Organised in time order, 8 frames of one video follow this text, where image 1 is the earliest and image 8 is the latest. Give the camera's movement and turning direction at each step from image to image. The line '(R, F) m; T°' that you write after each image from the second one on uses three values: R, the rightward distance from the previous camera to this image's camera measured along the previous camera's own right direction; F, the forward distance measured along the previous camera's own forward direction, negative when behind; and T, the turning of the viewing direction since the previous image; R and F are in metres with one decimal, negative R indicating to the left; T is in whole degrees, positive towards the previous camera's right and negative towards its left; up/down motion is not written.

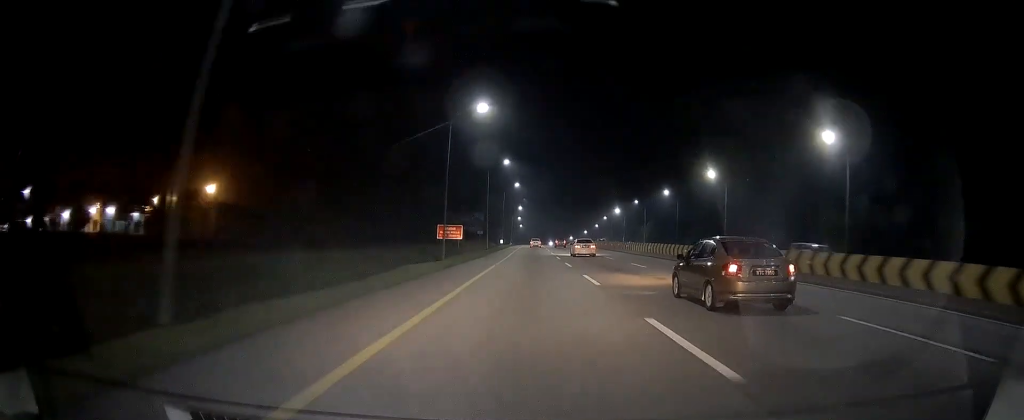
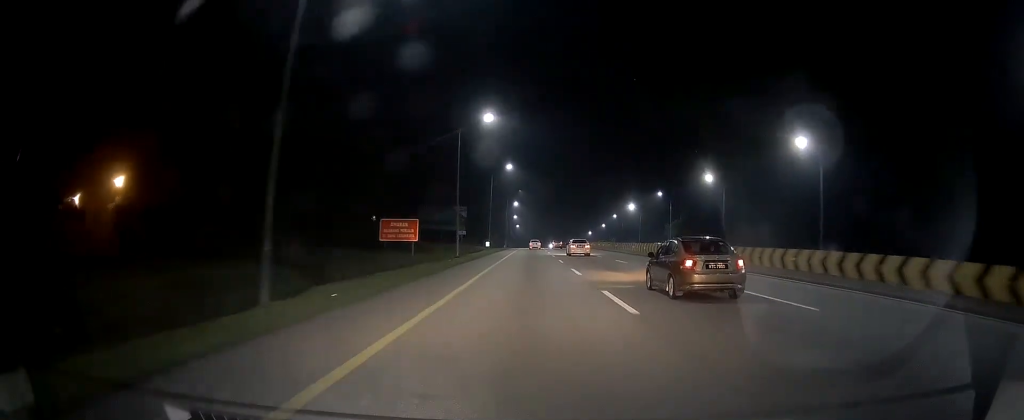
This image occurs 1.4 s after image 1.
(-0.9, +31.1) m; 0°
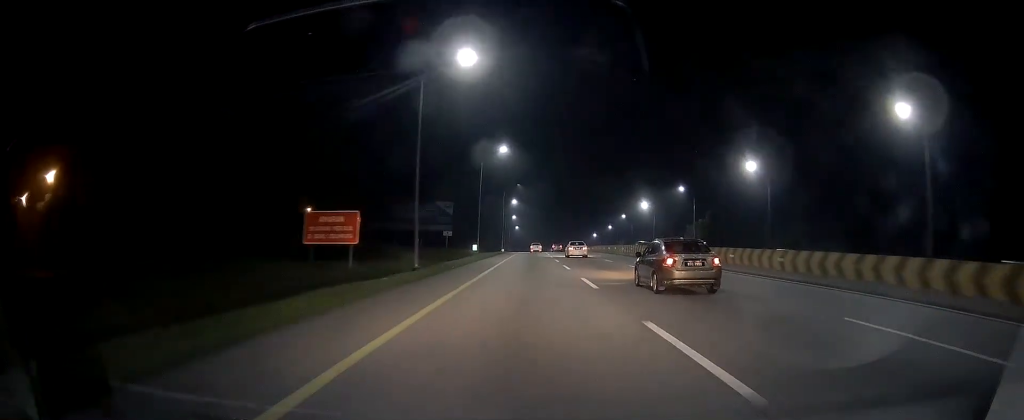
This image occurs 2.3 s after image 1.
(+0.7, +18.3) m; +2°
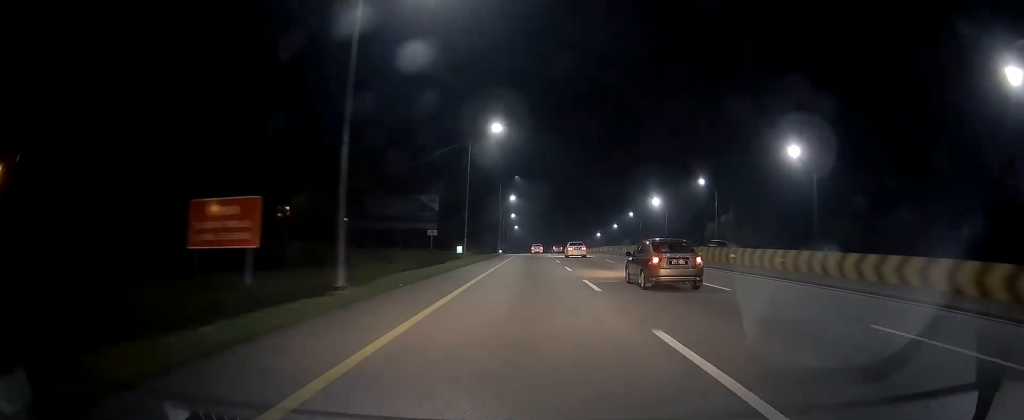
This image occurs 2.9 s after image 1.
(0.0, +13.1) m; 0°
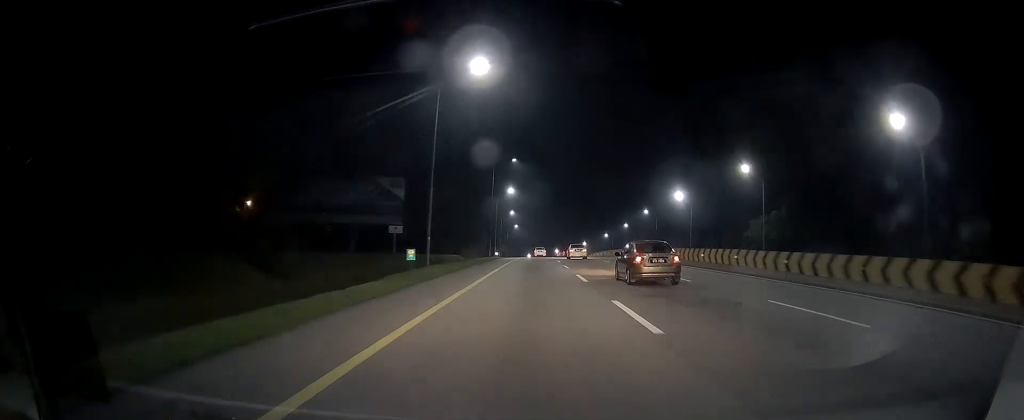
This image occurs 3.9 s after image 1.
(0.0, +19.7) m; -1°
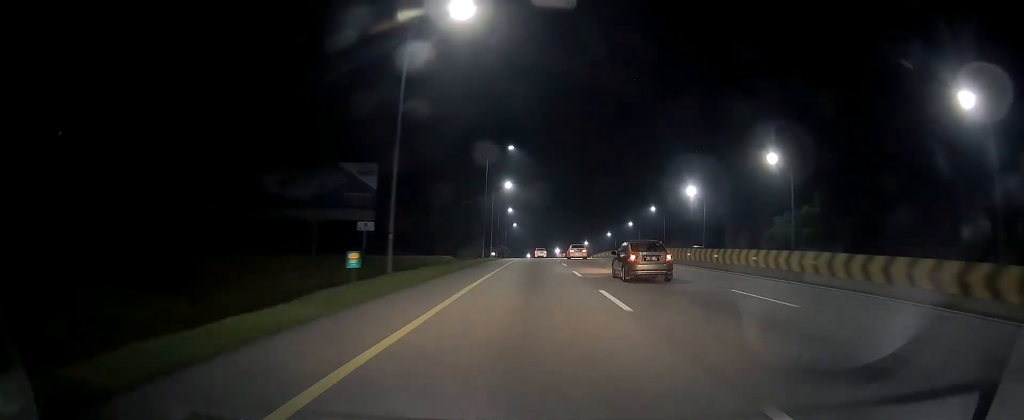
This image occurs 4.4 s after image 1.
(+0.1, +9.4) m; -1°
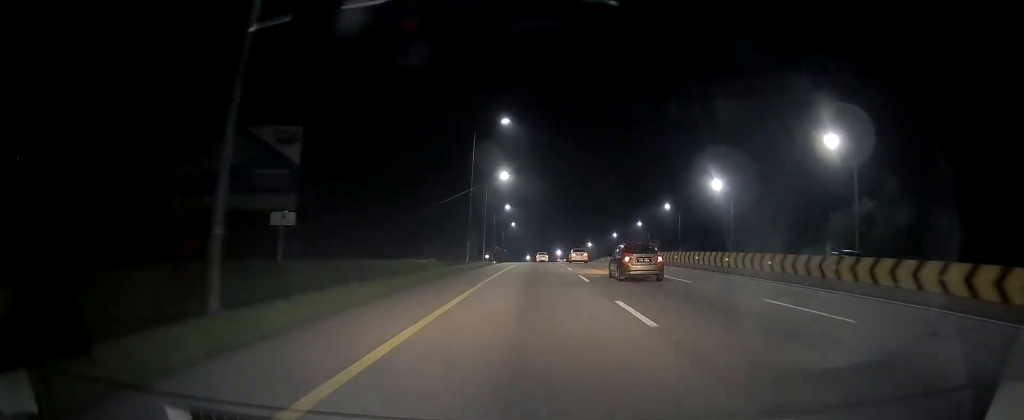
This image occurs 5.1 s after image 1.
(-0.7, +14.5) m; 0°
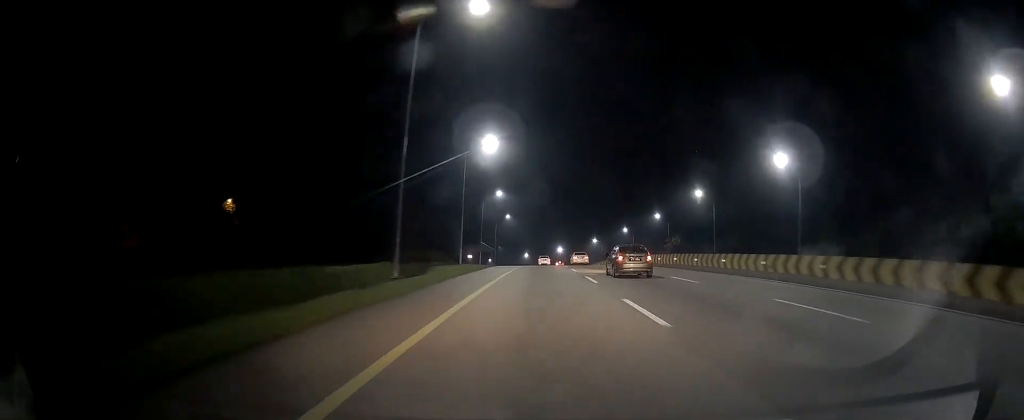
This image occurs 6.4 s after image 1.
(+0.8, +24.7) m; +2°
